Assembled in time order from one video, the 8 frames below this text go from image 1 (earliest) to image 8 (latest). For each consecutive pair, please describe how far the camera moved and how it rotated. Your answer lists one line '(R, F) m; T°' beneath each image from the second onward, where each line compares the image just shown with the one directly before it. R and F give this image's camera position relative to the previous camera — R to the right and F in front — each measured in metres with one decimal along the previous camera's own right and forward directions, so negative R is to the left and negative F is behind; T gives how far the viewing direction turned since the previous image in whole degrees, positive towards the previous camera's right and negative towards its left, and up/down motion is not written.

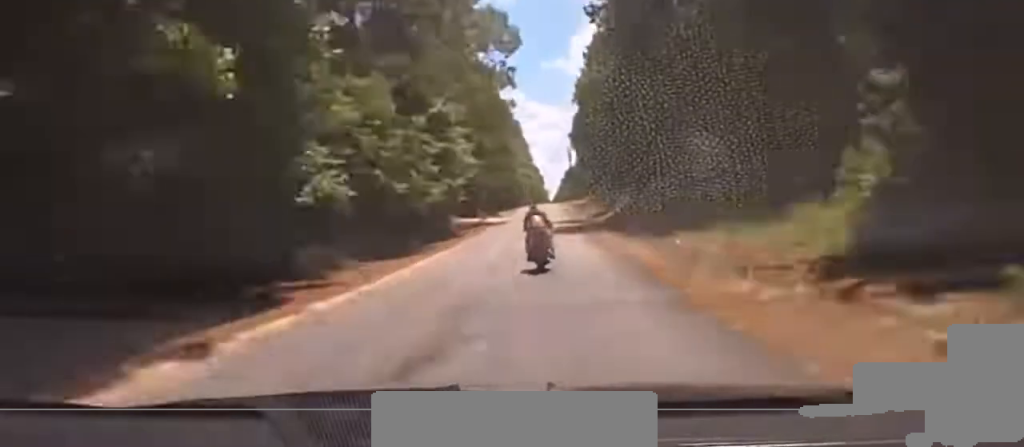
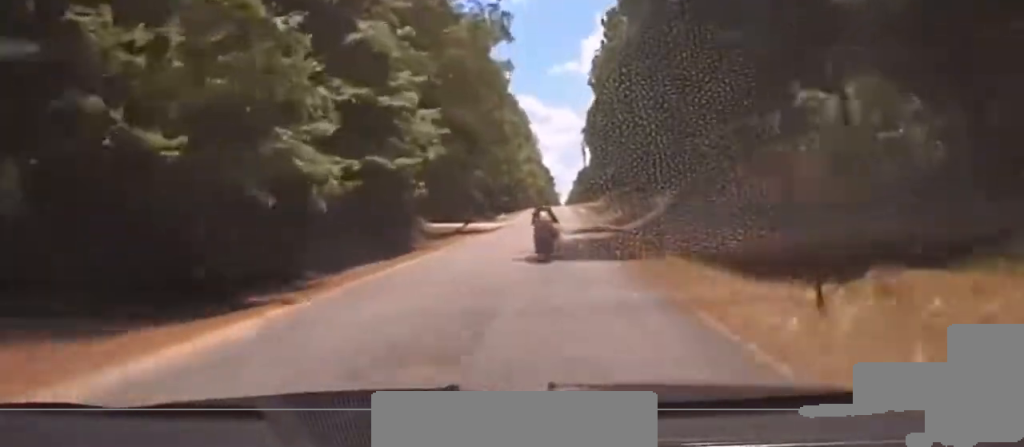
(0.0, +22.8) m; 0°
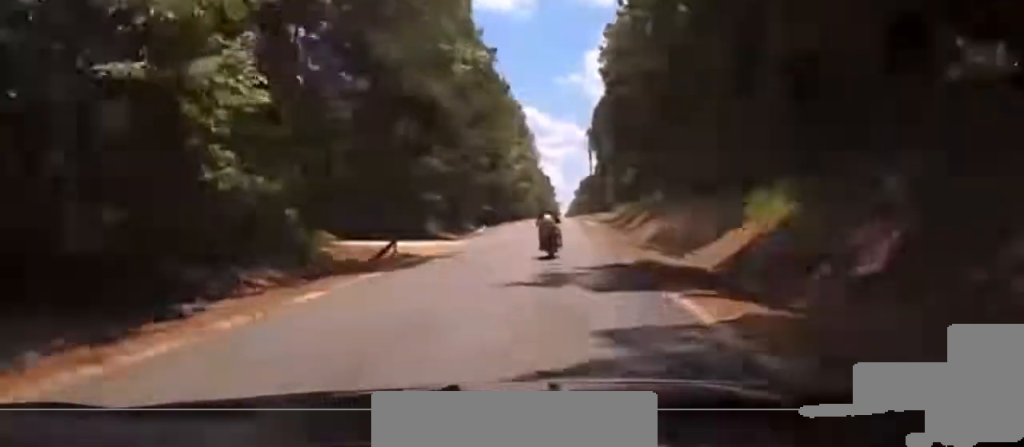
(0.0, +24.5) m; 0°
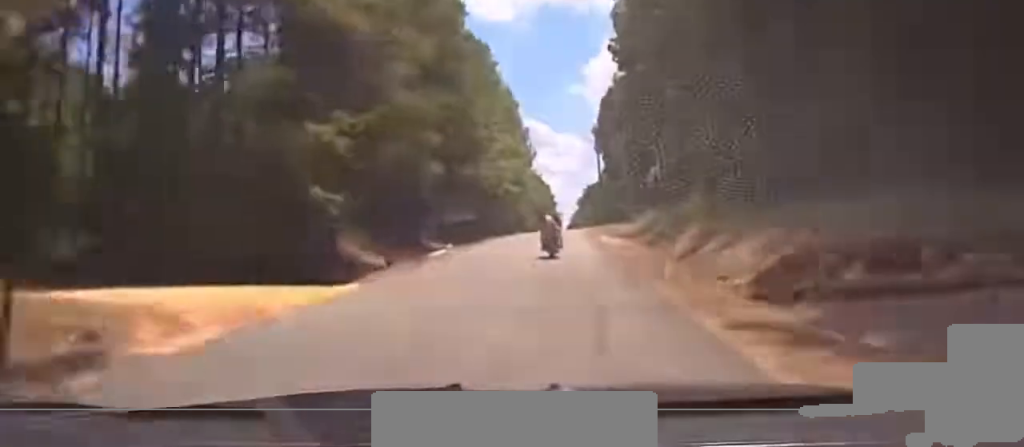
(0.0, +22.6) m; 0°
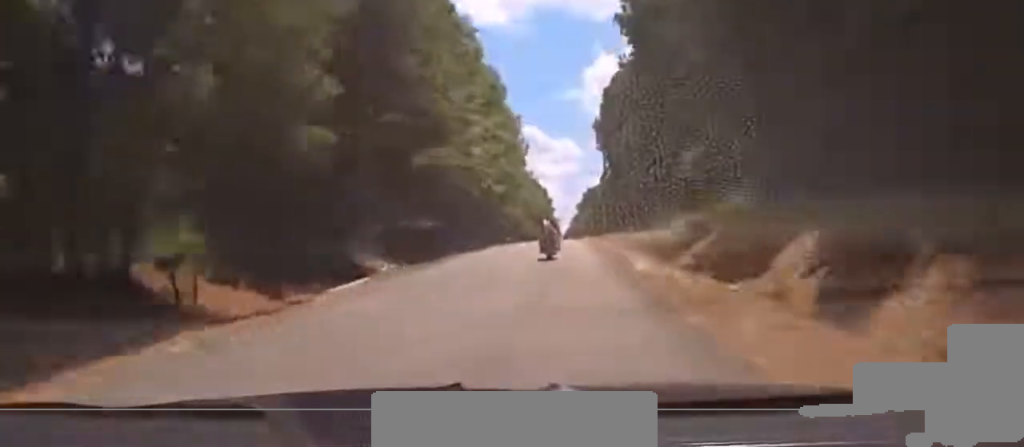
(0.0, +16.7) m; 0°
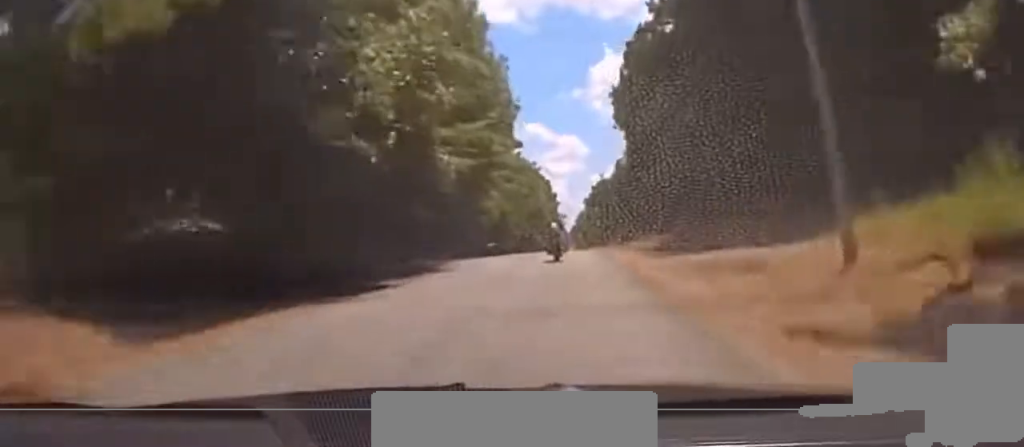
(0.0, +28.5) m; 0°
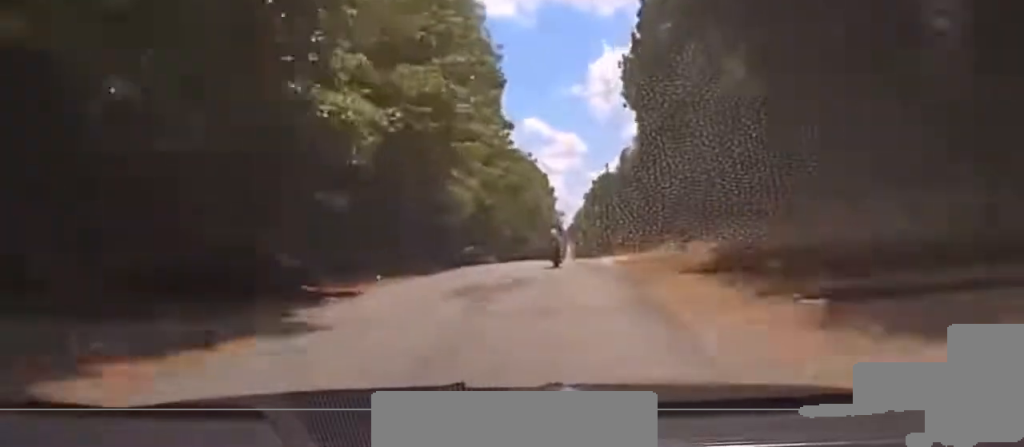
(0.0, +16.5) m; 0°
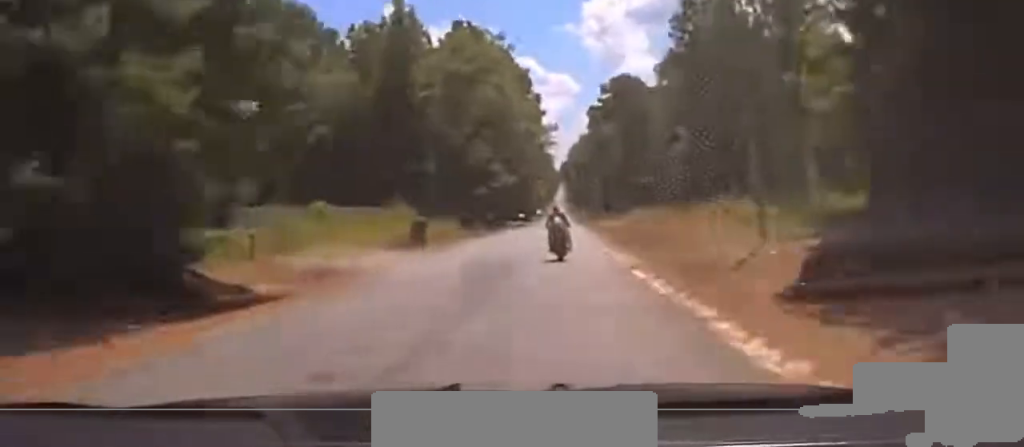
(-0.2, +66.4) m; -1°
